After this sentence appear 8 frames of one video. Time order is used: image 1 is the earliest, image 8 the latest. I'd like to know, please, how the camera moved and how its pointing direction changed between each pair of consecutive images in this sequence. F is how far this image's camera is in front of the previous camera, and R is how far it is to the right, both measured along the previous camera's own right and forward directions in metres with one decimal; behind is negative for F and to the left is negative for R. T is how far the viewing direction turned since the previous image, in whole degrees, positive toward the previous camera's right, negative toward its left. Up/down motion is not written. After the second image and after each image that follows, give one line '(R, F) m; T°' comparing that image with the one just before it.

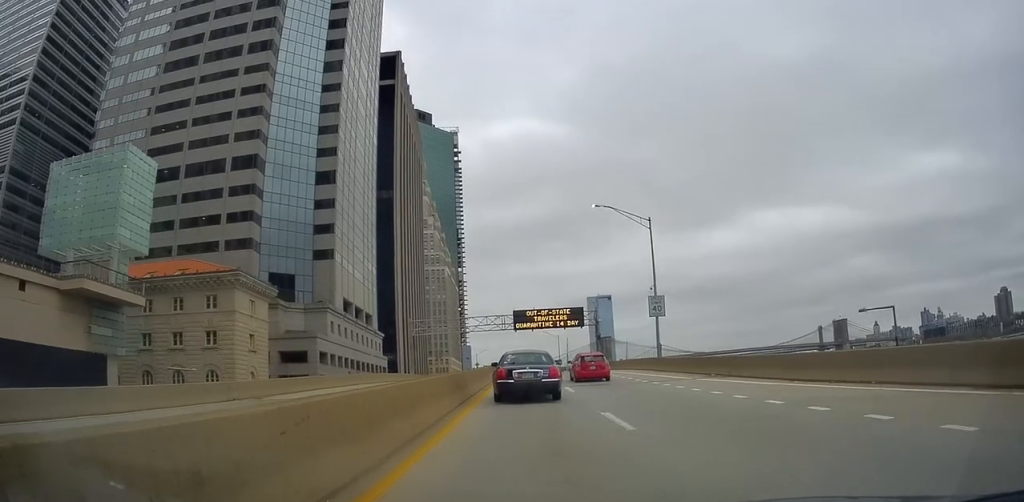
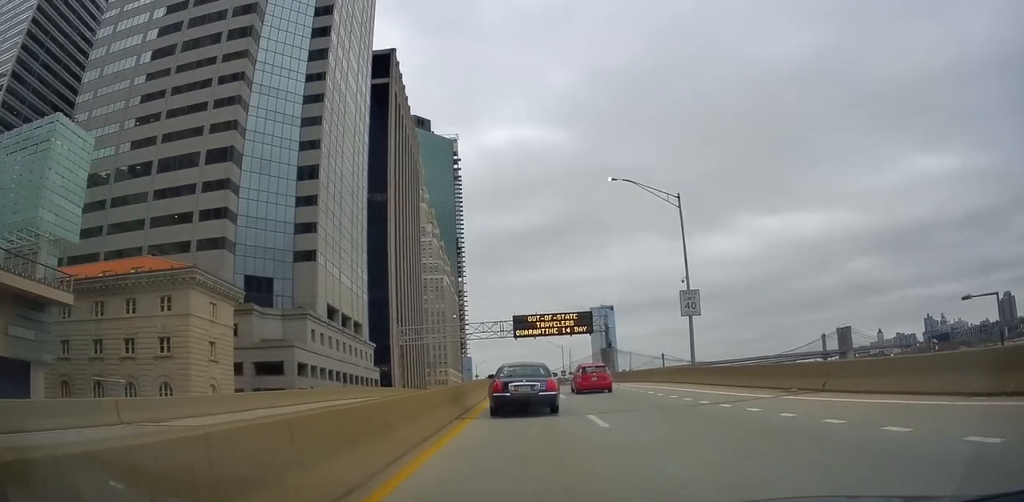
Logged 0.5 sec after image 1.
(-0.2, +8.9) m; 0°
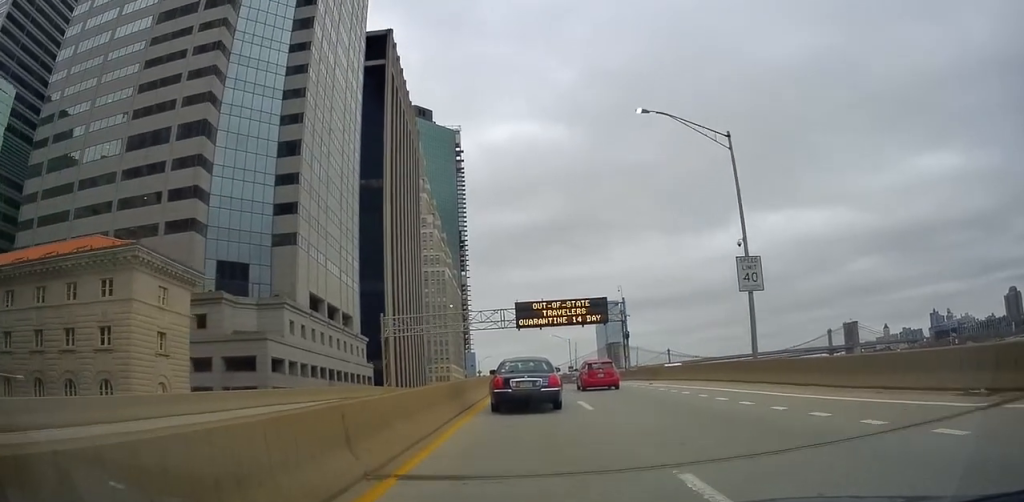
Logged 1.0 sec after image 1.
(+0.1, +9.2) m; +1°
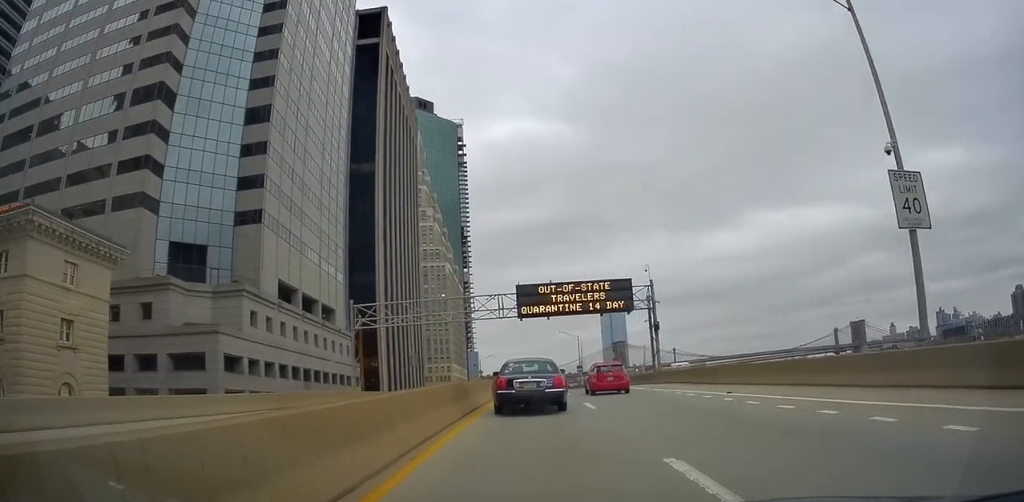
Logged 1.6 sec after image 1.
(+0.2, +12.0) m; +1°
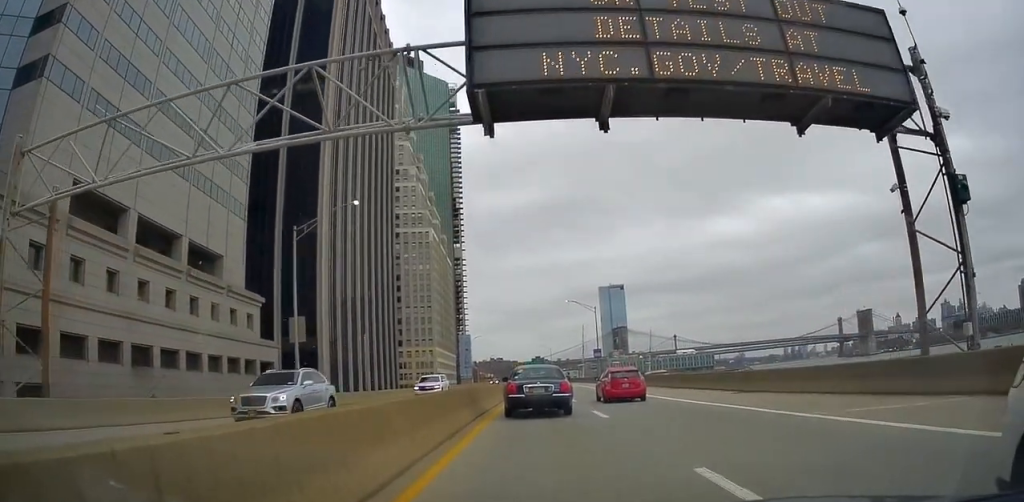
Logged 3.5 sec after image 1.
(-1.3, +36.7) m; -2°
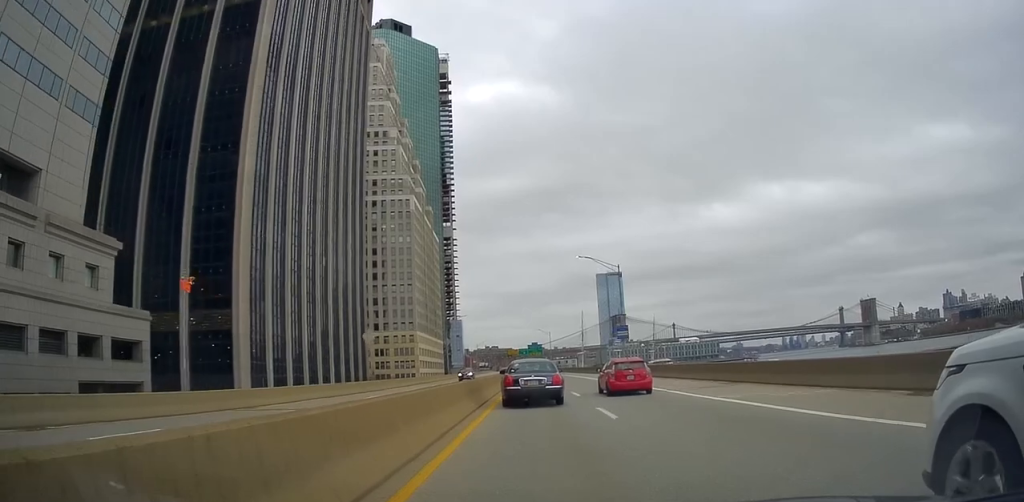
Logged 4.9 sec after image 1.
(+0.8, +25.9) m; +1°
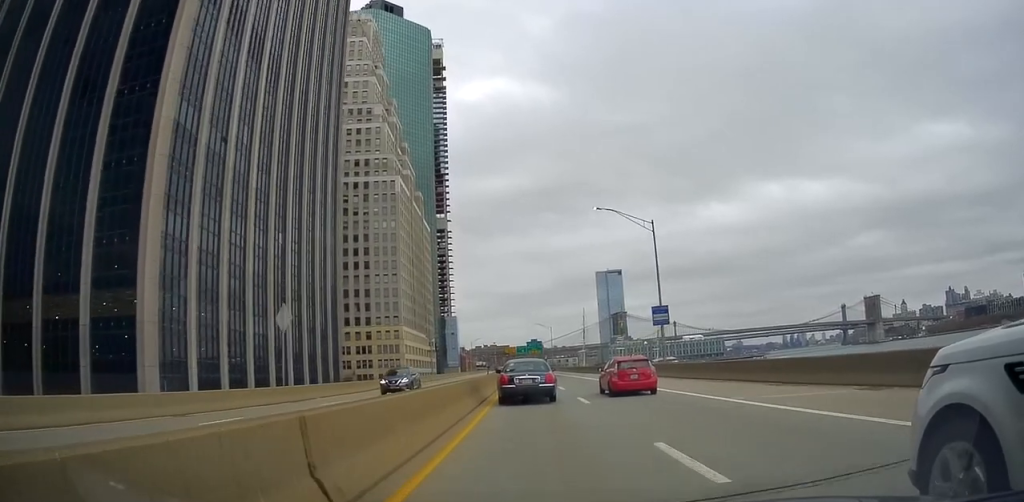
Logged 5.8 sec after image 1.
(-0.3, +17.0) m; -1°
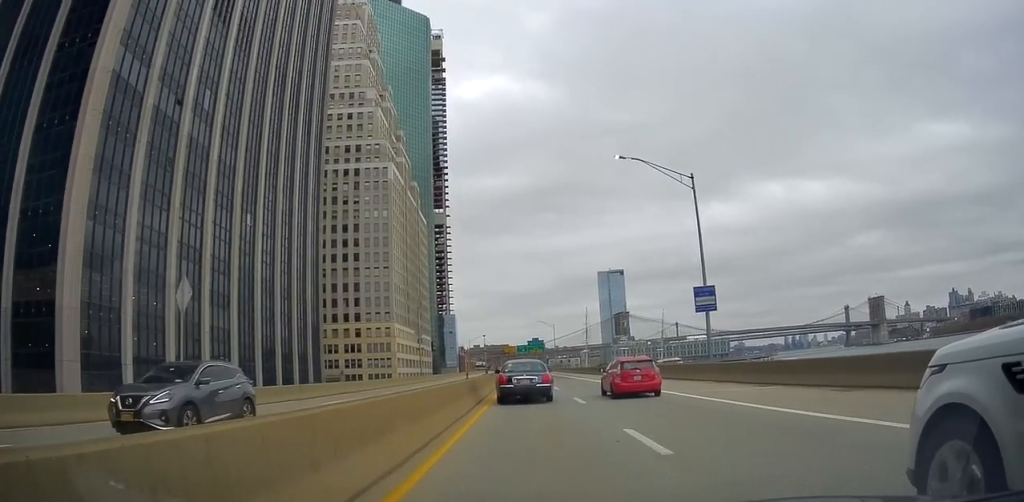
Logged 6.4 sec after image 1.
(-0.2, +10.0) m; 0°
